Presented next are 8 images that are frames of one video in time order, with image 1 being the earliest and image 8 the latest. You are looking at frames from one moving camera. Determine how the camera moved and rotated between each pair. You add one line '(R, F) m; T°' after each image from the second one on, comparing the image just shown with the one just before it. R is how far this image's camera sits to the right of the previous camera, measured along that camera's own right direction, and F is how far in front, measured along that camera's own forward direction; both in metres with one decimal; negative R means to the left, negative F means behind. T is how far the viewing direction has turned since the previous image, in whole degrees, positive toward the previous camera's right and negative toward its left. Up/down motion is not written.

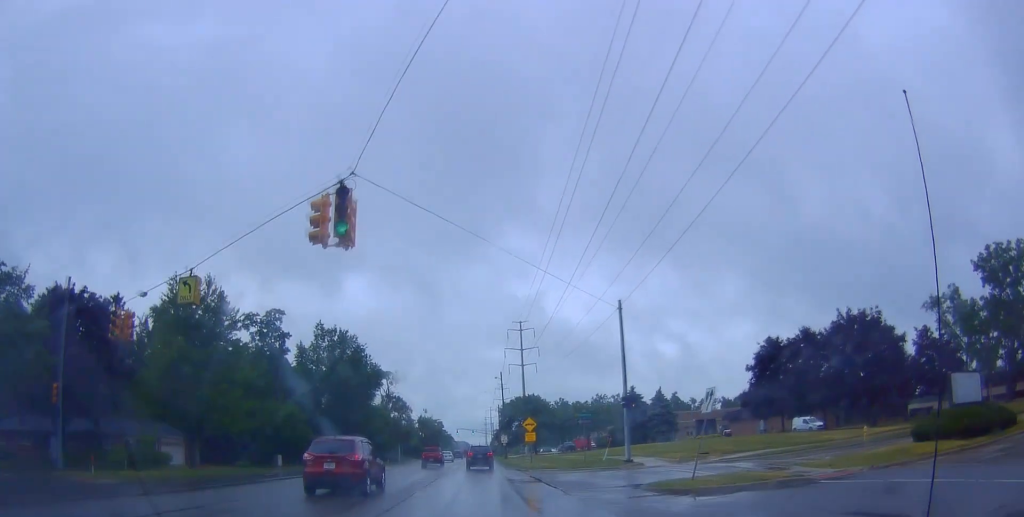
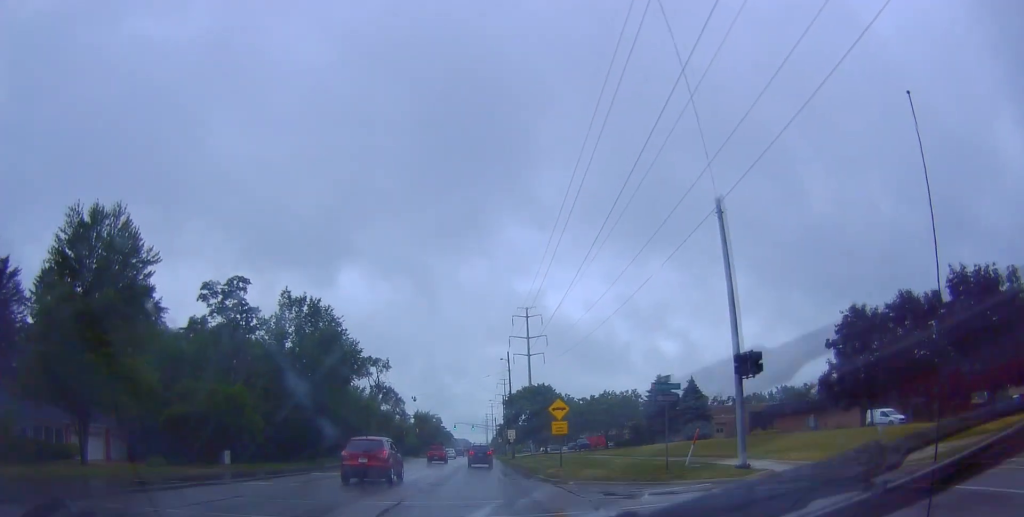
(+0.2, +13.7) m; -3°
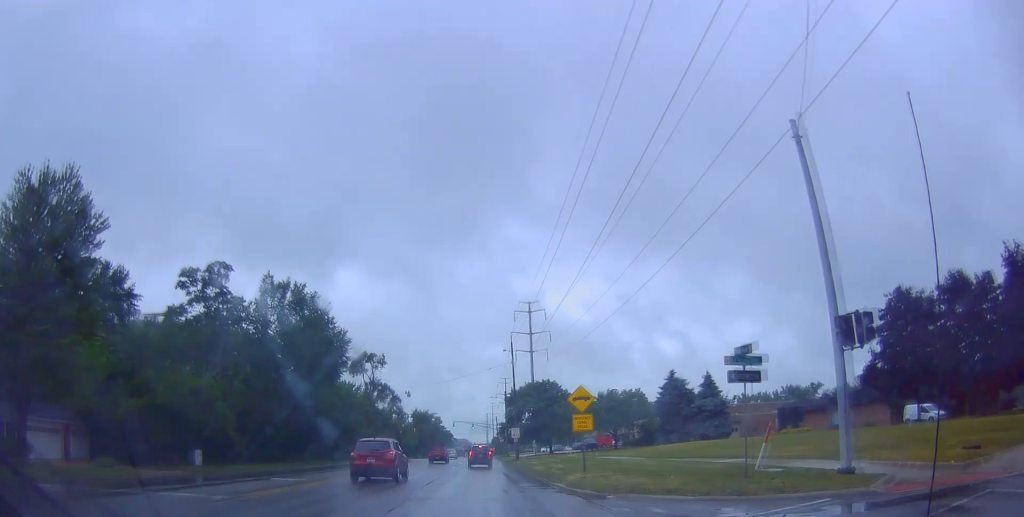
(-0.4, +5.4) m; -2°
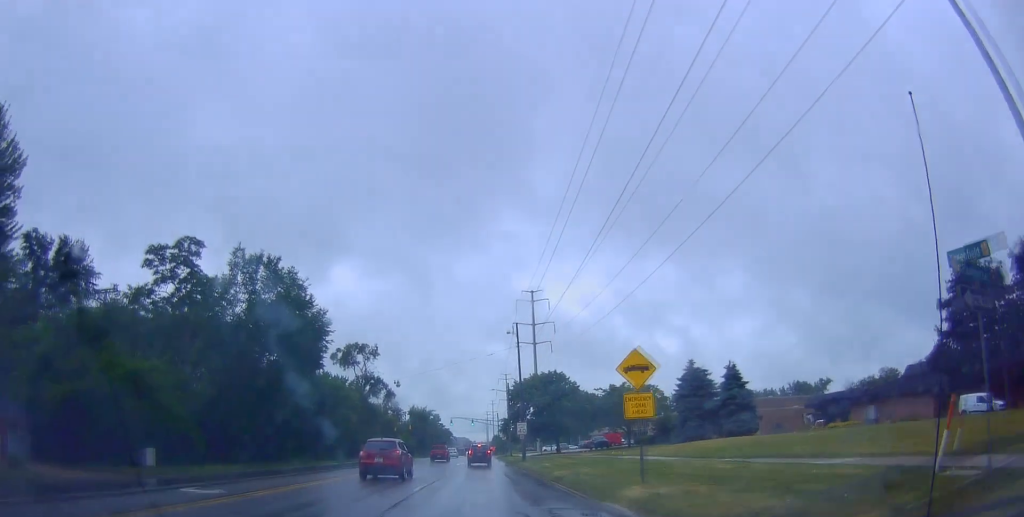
(+0.2, +7.2) m; +1°
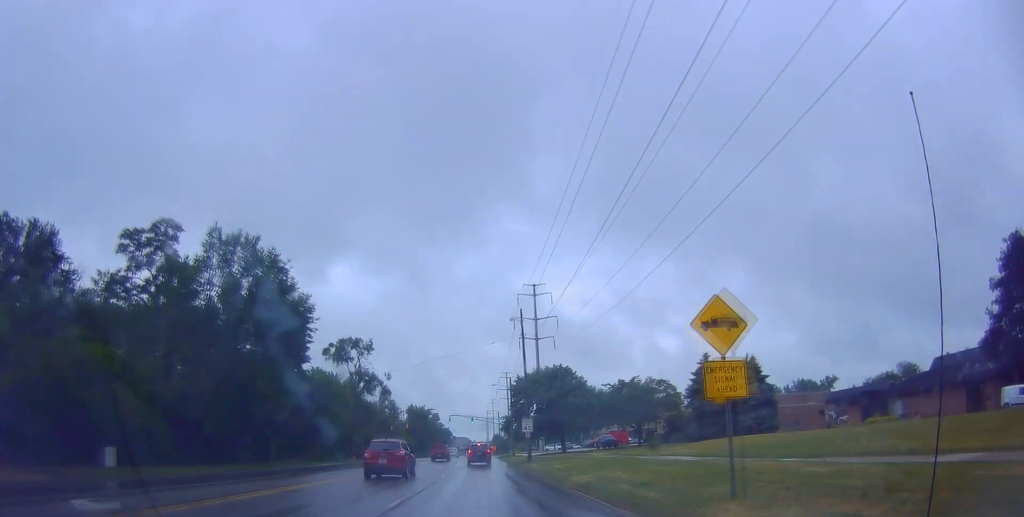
(+0.1, +4.7) m; 0°
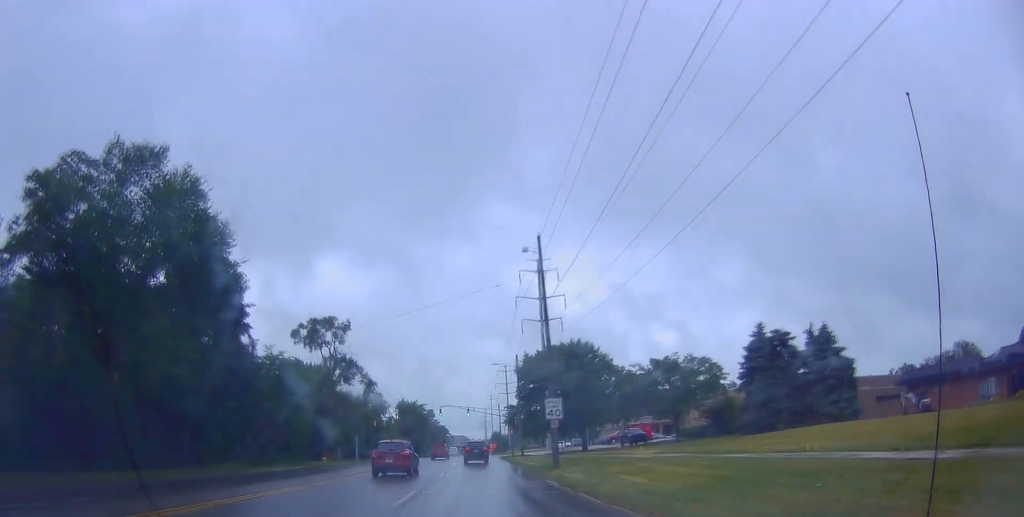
(-0.1, +14.6) m; 0°
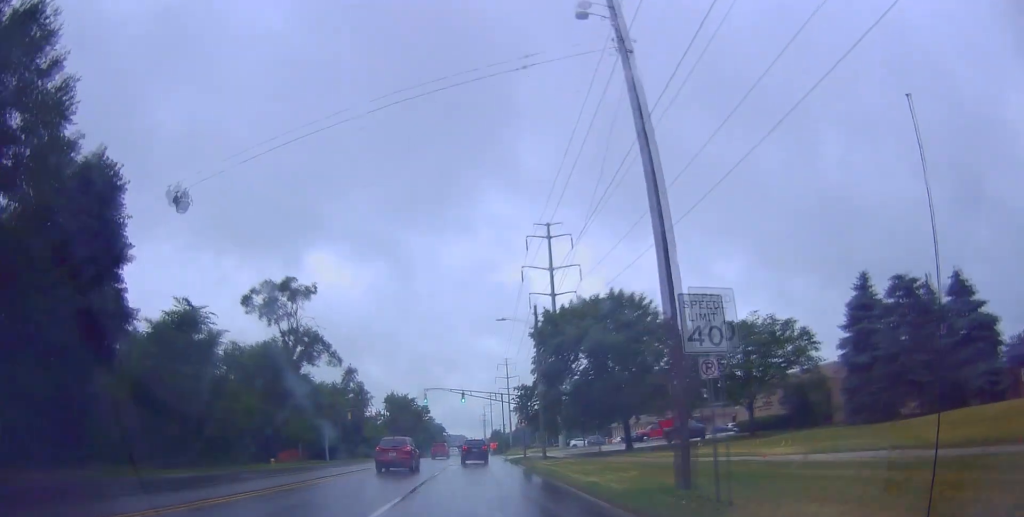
(+0.5, +17.6) m; +2°
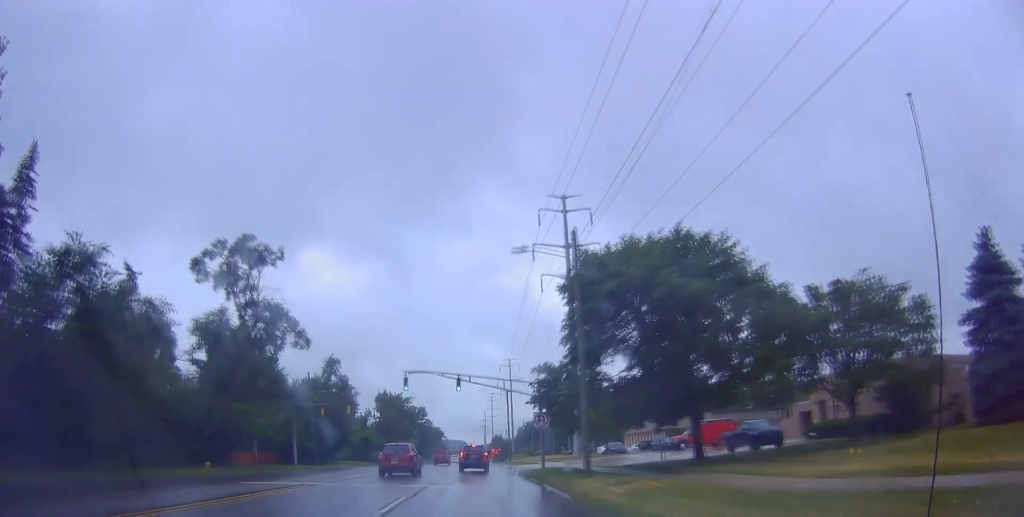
(0.0, +13.3) m; -1°
